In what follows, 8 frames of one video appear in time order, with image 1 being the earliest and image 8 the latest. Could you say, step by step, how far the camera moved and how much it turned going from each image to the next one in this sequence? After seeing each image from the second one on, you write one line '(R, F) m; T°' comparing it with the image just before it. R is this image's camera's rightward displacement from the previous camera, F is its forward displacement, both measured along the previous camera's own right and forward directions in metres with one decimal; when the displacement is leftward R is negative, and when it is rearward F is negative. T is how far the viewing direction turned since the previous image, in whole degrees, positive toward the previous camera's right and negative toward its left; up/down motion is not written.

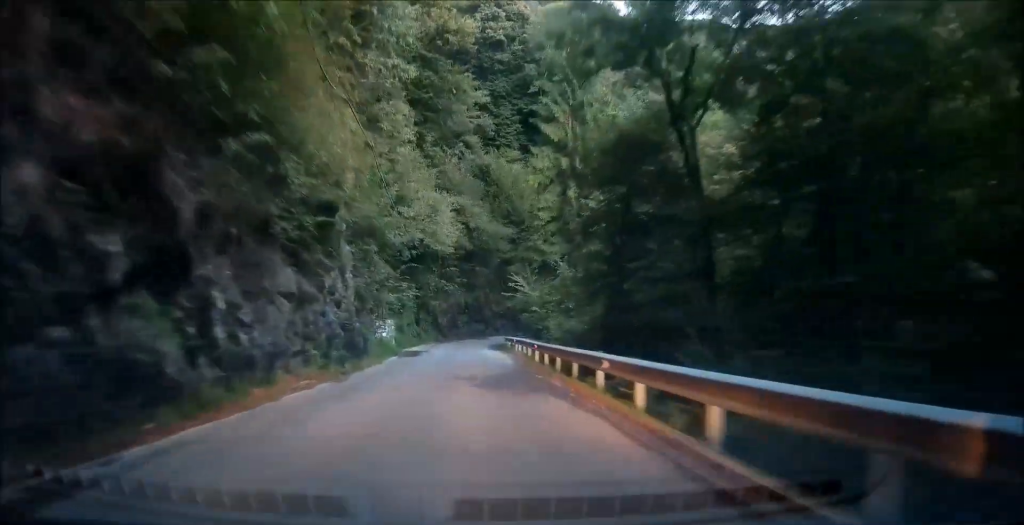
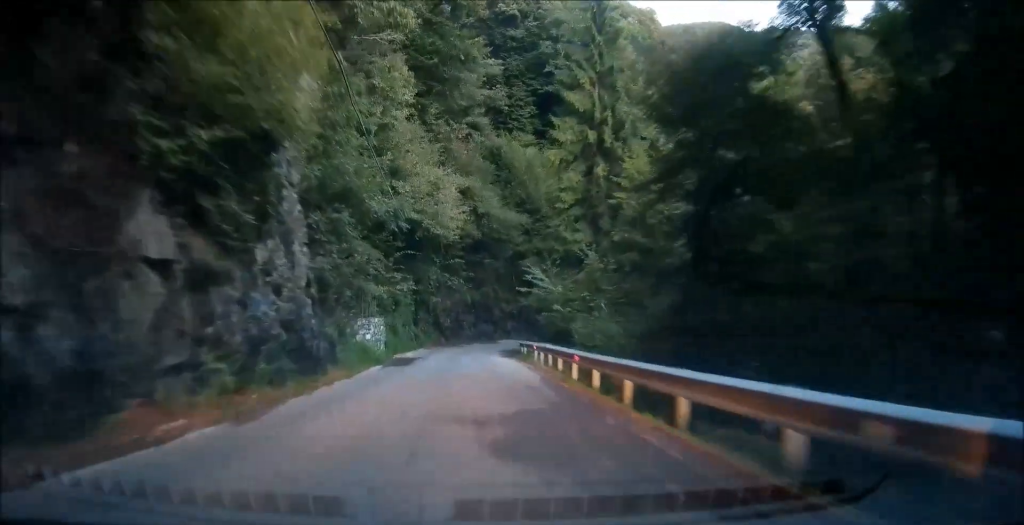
(+0.1, +8.4) m; -1°
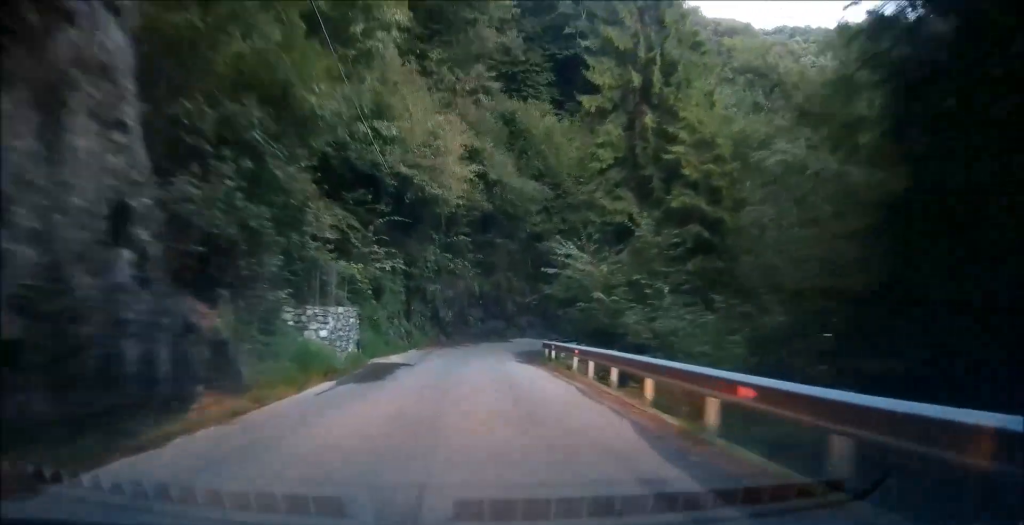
(-0.3, +10.6) m; -4°
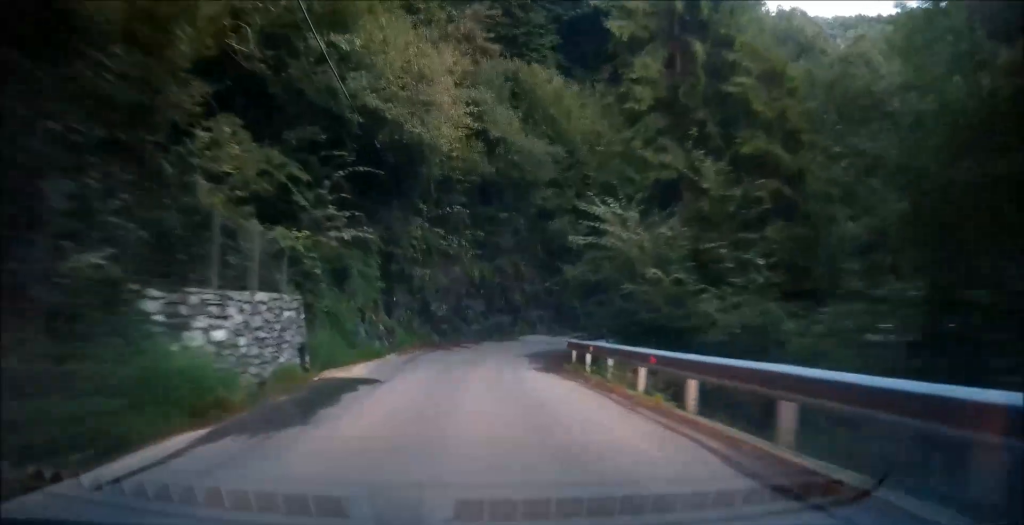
(-0.4, +8.7) m; -2°
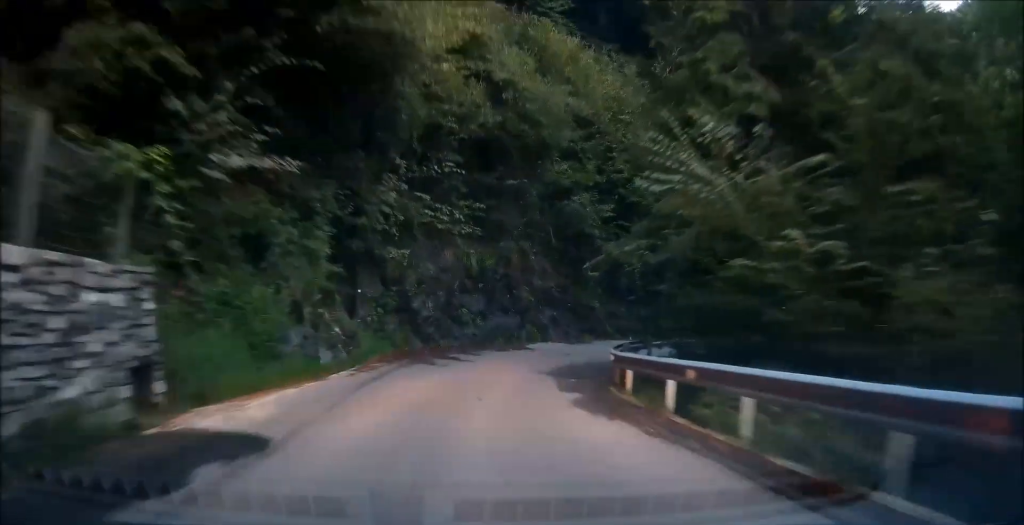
(-0.1, +8.8) m; -2°
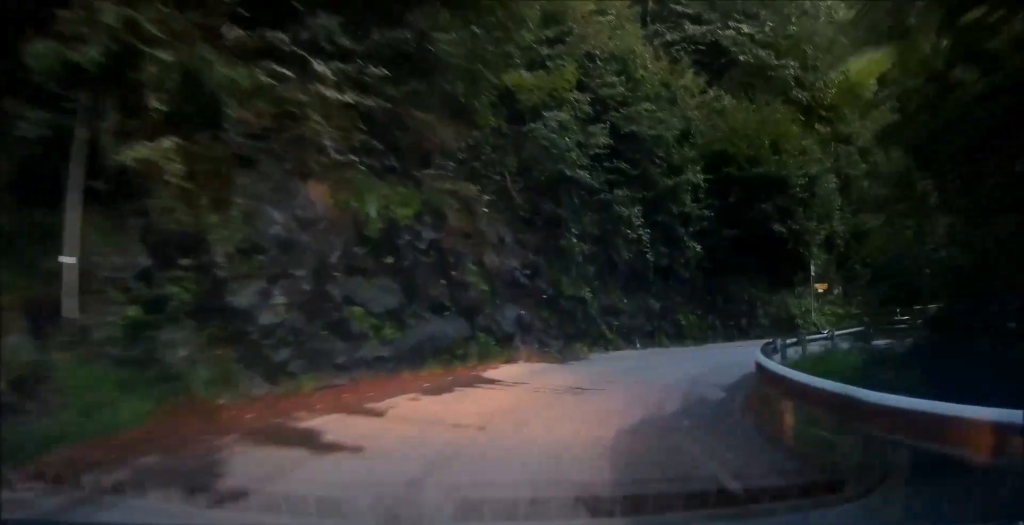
(-0.6, +14.9) m; -1°
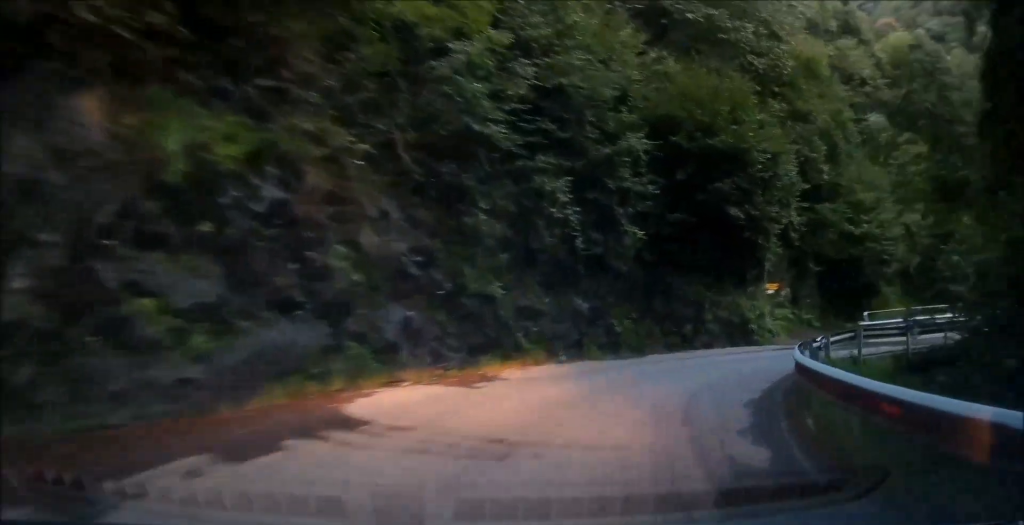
(0.0, +5.9) m; +3°
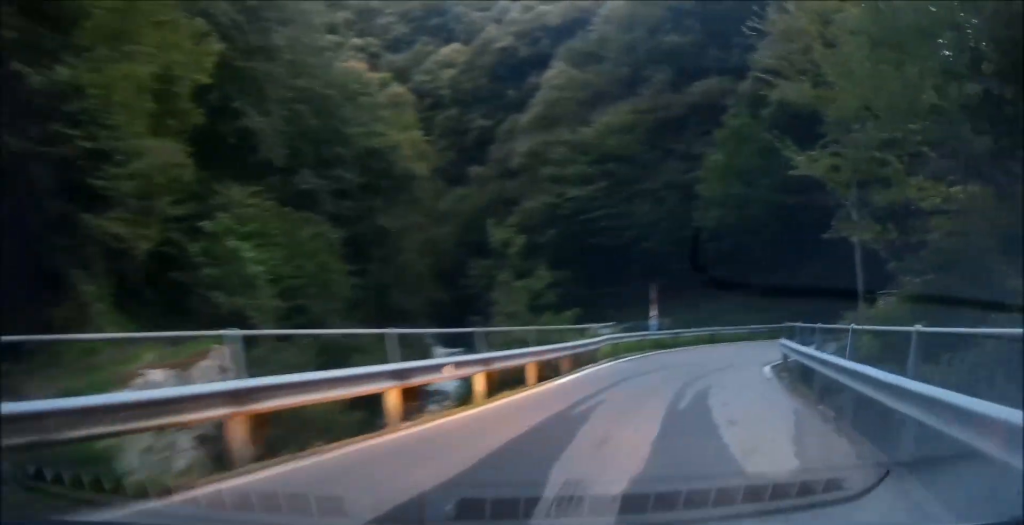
(+9.7, +20.2) m; +67°
